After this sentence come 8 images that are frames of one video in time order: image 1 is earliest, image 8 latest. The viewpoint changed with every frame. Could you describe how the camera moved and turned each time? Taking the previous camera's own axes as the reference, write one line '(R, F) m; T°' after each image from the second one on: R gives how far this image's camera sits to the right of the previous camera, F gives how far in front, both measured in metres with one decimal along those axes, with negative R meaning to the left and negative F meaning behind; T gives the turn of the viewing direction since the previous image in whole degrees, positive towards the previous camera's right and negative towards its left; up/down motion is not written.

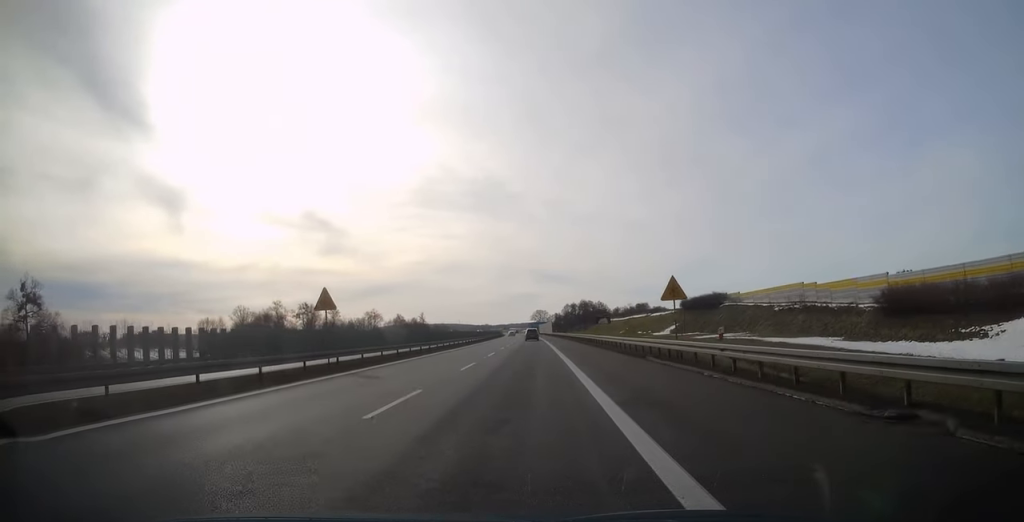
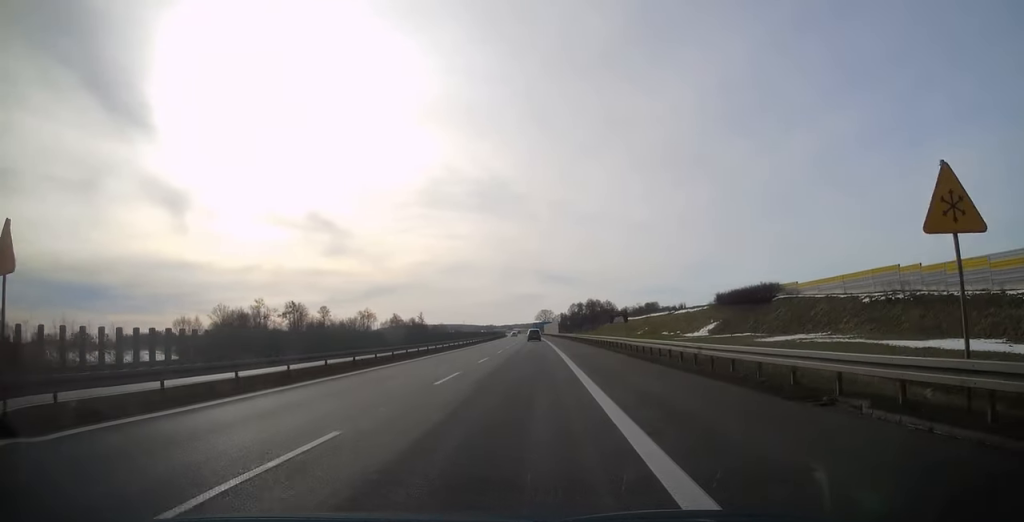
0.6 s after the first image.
(-0.2, +17.9) m; 0°
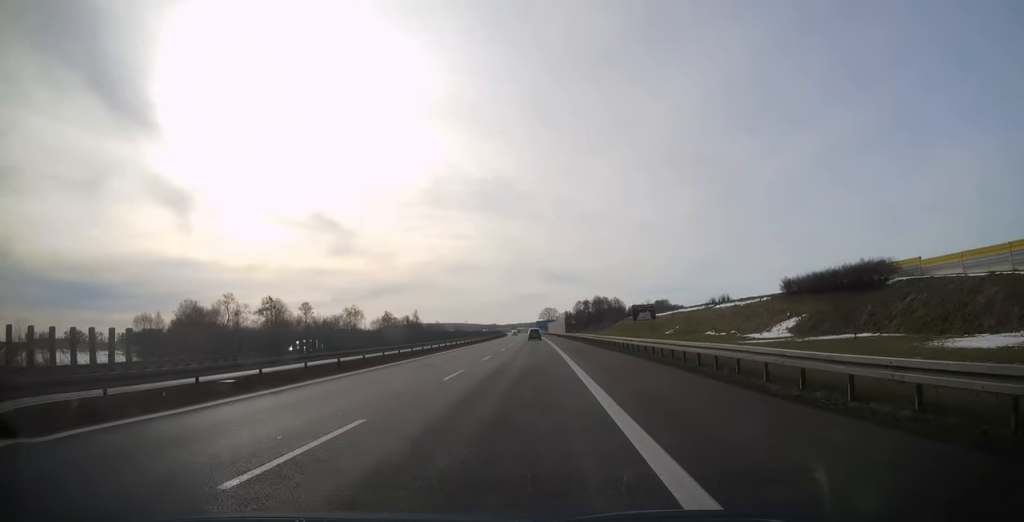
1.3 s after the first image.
(-0.1, +22.5) m; 0°
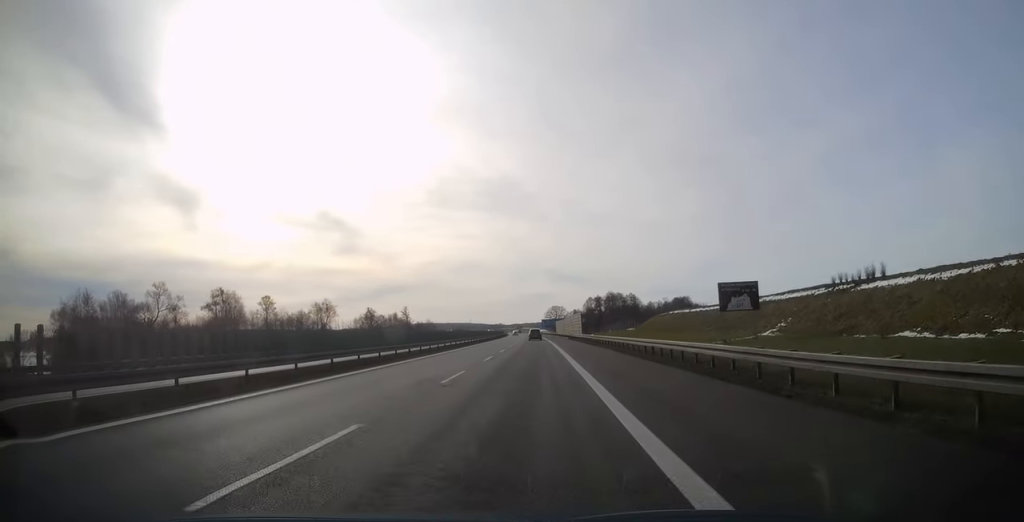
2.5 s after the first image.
(-0.2, +37.2) m; -1°
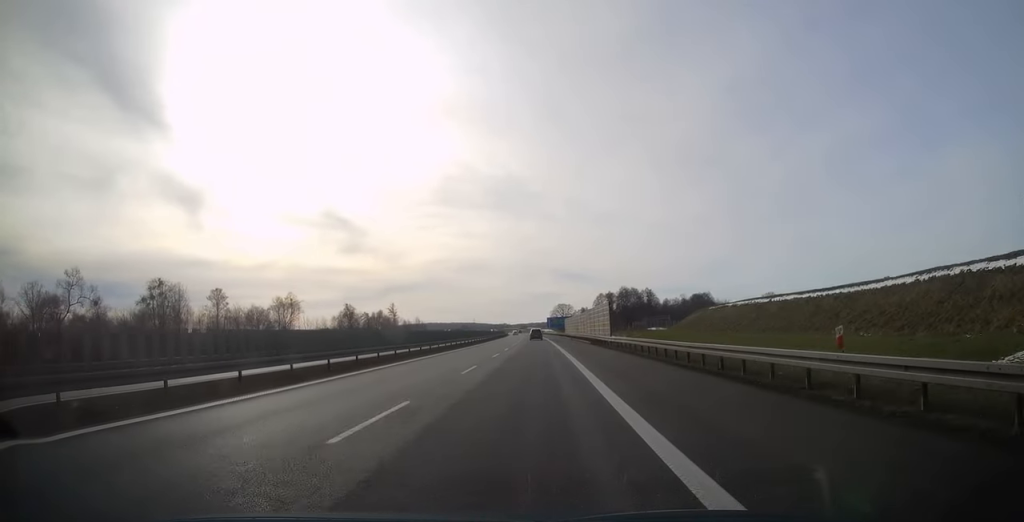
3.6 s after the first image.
(-0.1, +32.5) m; 0°
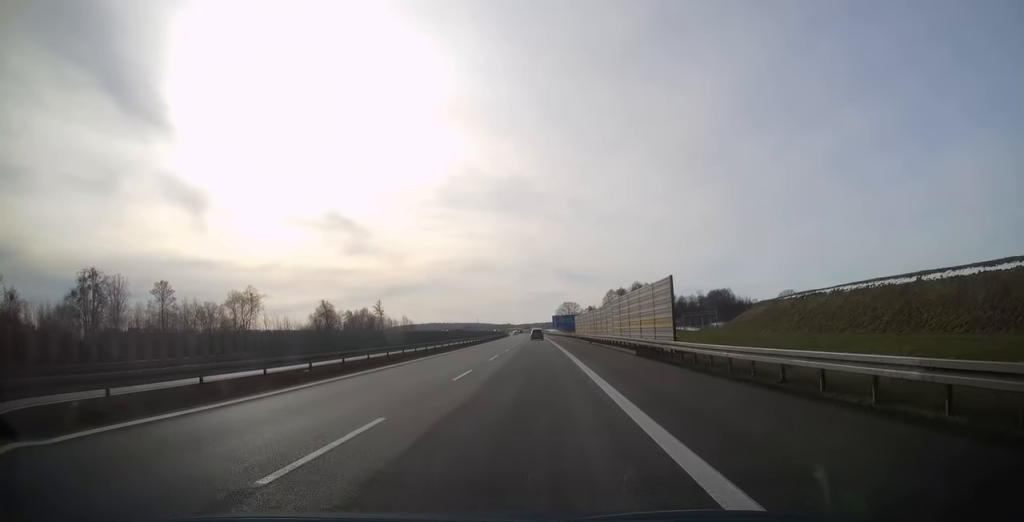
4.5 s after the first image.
(-0.1, +26.4) m; 0°
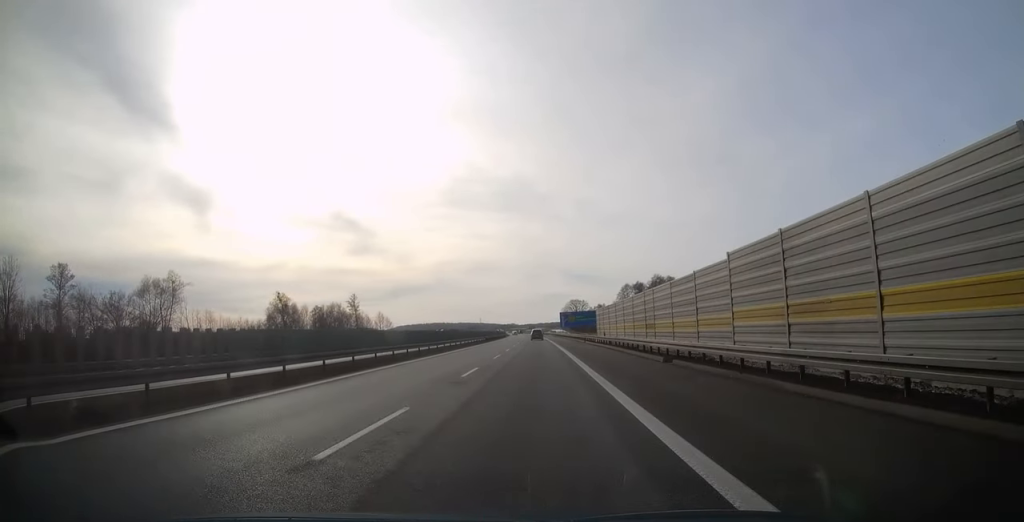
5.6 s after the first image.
(-0.2, +34.5) m; -1°
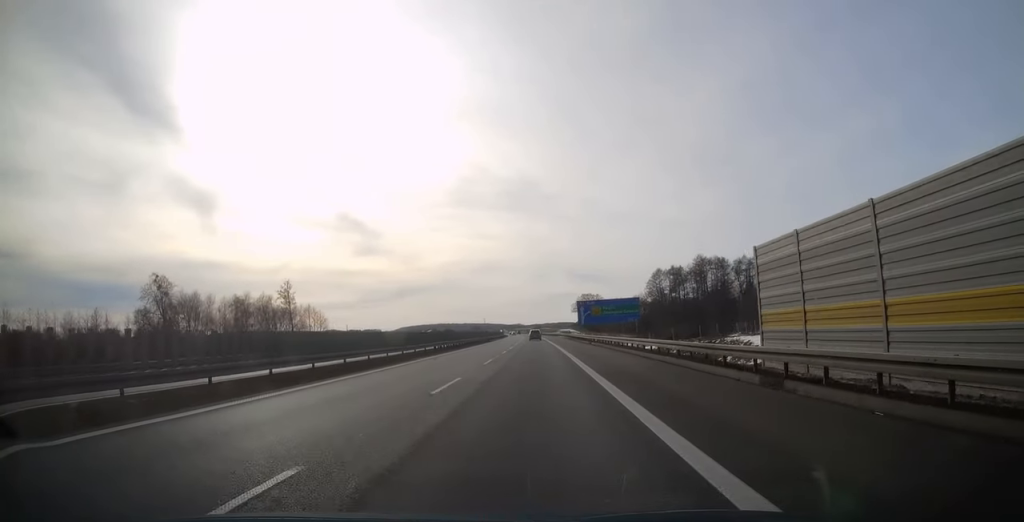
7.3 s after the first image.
(-0.3, +52.9) m; 0°
